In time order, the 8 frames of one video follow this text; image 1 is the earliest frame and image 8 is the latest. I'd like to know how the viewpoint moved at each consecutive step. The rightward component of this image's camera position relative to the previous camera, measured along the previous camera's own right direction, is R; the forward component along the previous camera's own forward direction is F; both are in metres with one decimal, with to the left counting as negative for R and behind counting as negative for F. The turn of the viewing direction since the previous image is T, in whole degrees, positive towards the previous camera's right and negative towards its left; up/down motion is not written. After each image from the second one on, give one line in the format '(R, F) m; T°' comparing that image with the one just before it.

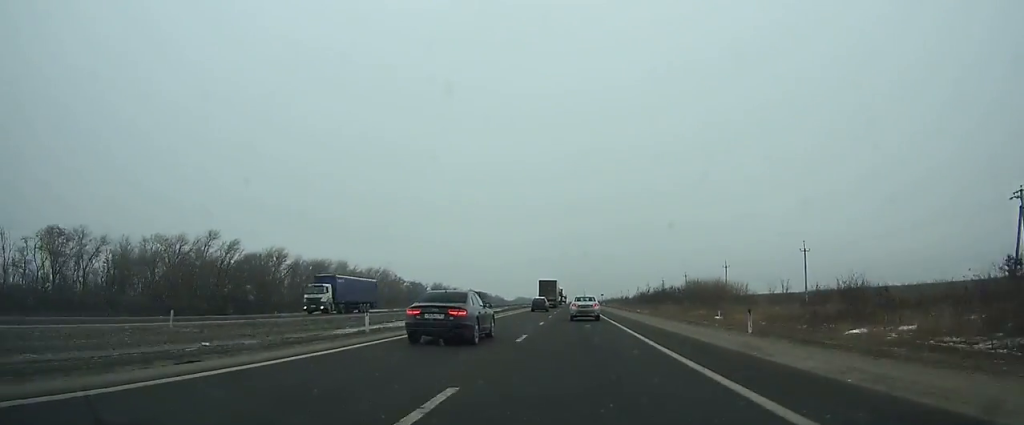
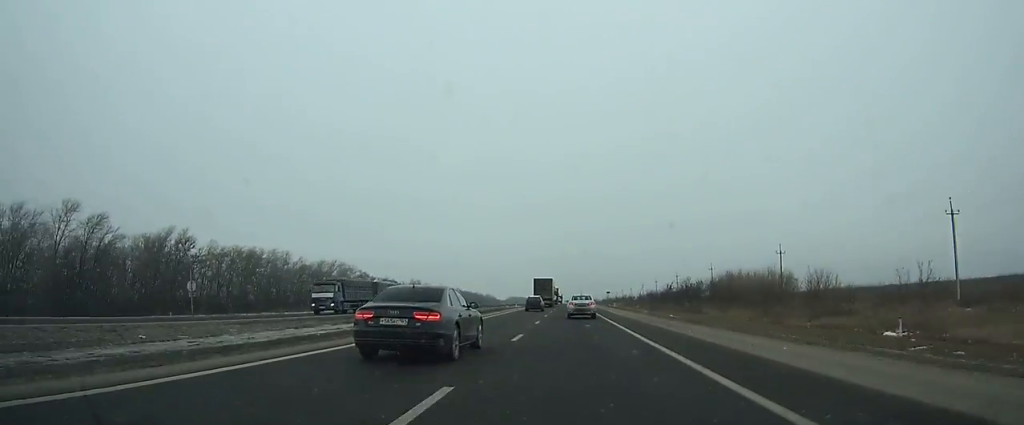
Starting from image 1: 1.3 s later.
(0.0, +36.1) m; 0°
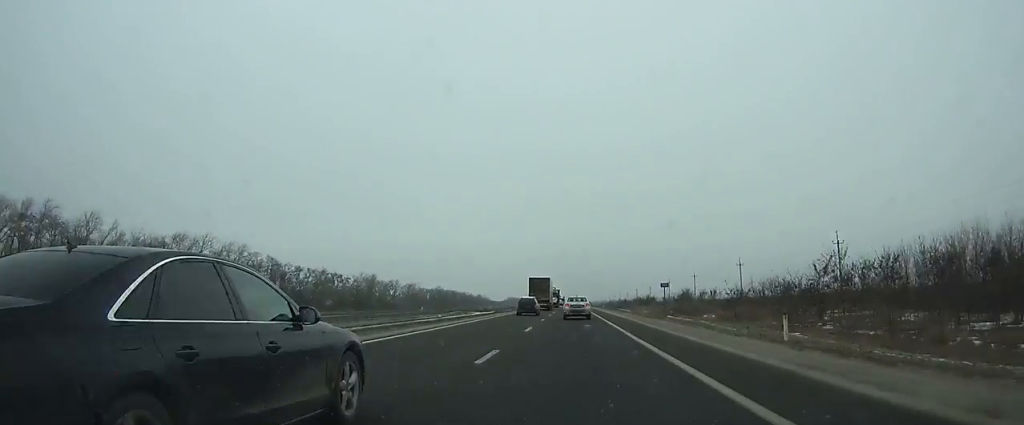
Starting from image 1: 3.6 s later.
(0.0, +65.2) m; 0°
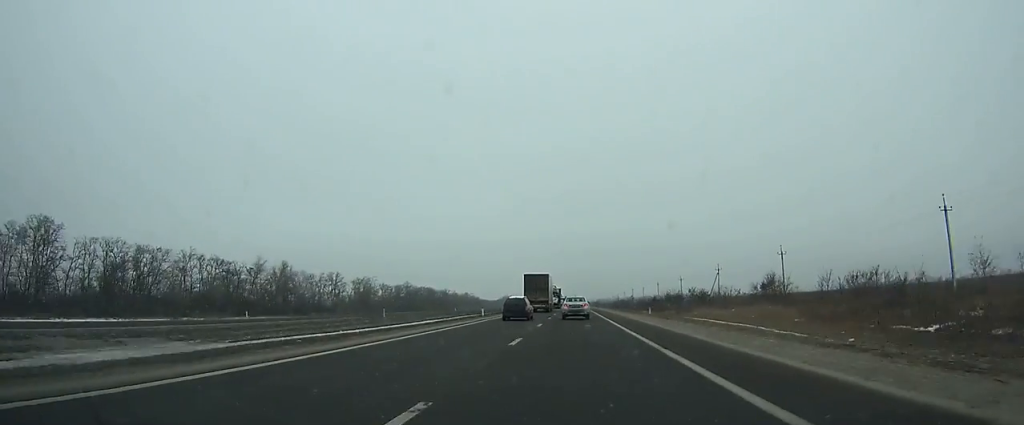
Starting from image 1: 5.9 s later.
(-0.1, +66.2) m; 0°
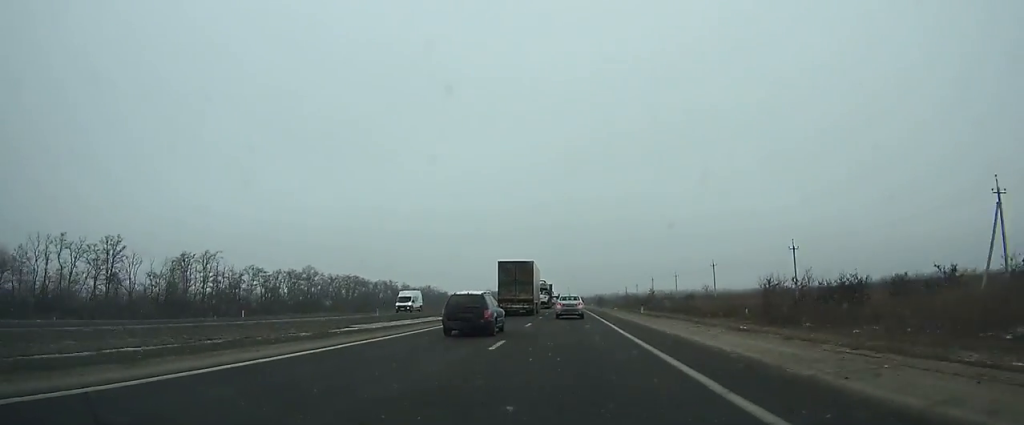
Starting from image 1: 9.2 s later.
(+0.1, +96.5) m; 0°
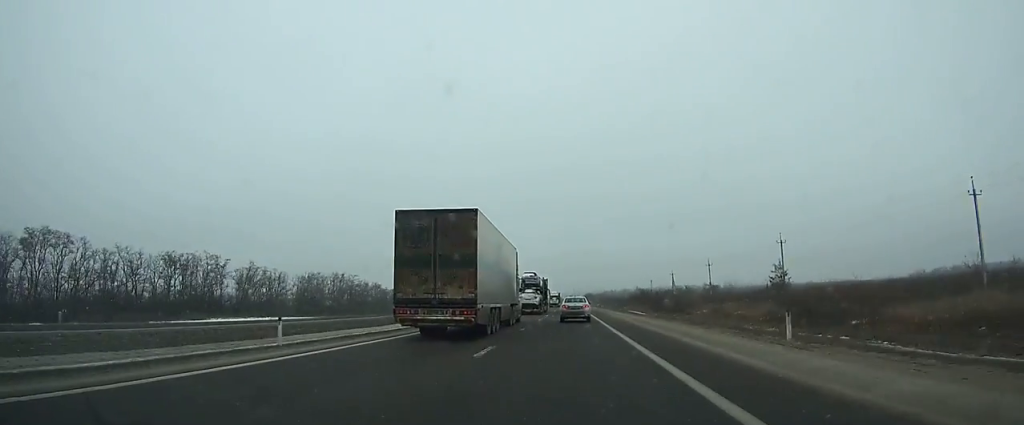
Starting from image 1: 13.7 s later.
(+0.2, +132.6) m; 0°
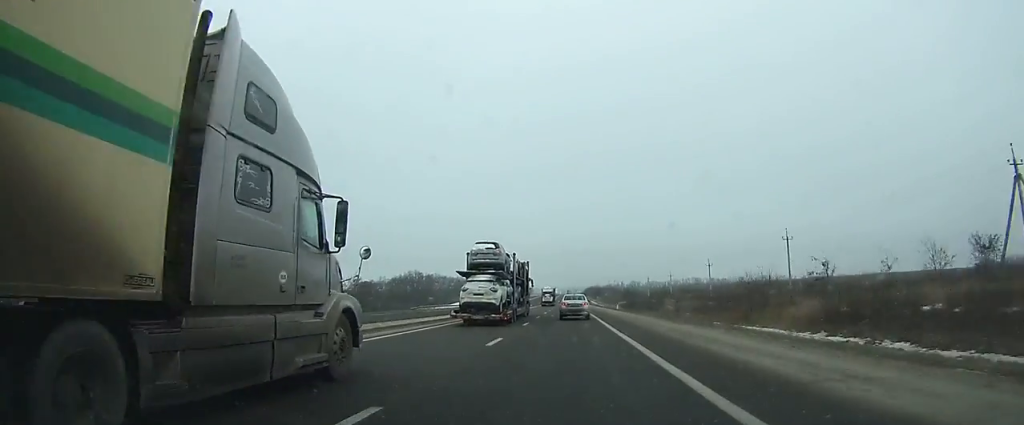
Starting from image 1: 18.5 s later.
(+0.5, +142.6) m; 0°
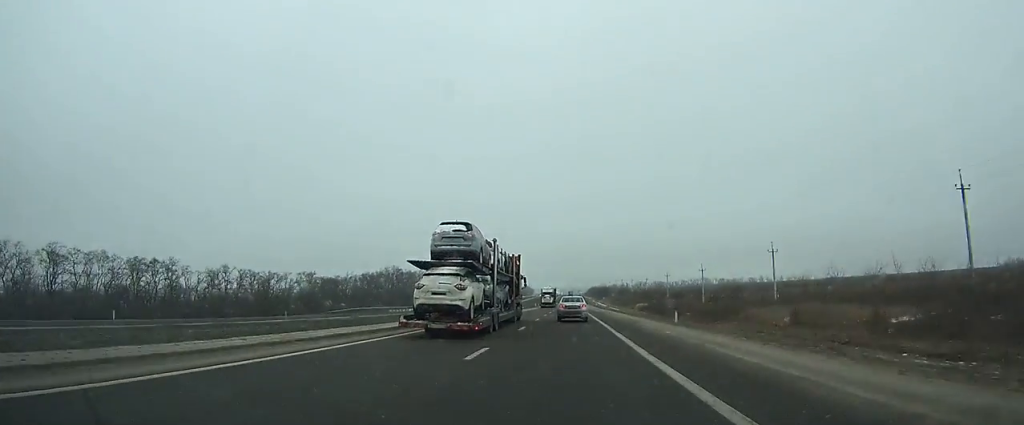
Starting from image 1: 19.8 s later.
(+0.1, +38.7) m; 0°
